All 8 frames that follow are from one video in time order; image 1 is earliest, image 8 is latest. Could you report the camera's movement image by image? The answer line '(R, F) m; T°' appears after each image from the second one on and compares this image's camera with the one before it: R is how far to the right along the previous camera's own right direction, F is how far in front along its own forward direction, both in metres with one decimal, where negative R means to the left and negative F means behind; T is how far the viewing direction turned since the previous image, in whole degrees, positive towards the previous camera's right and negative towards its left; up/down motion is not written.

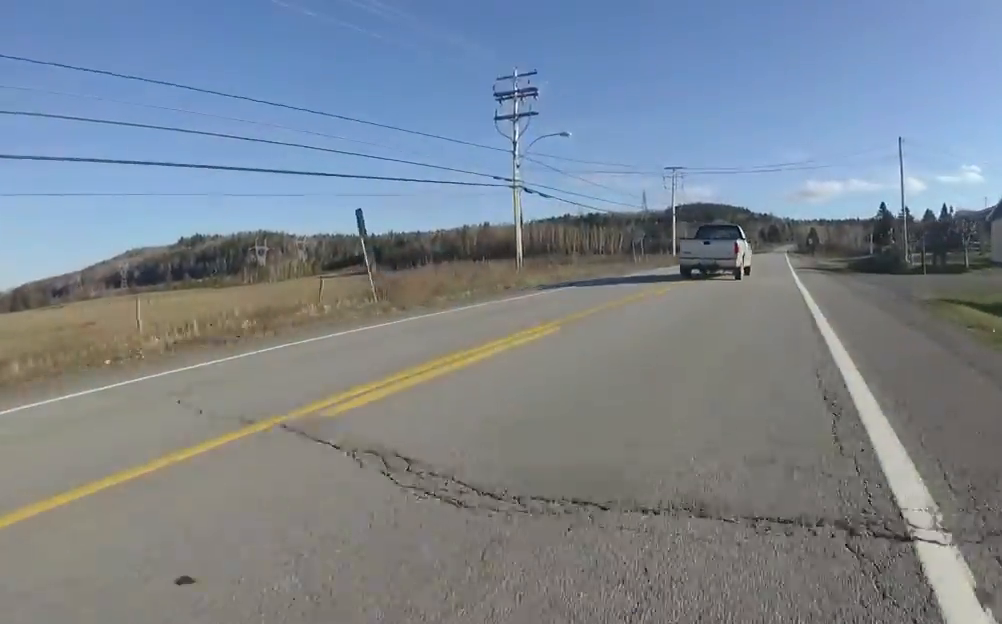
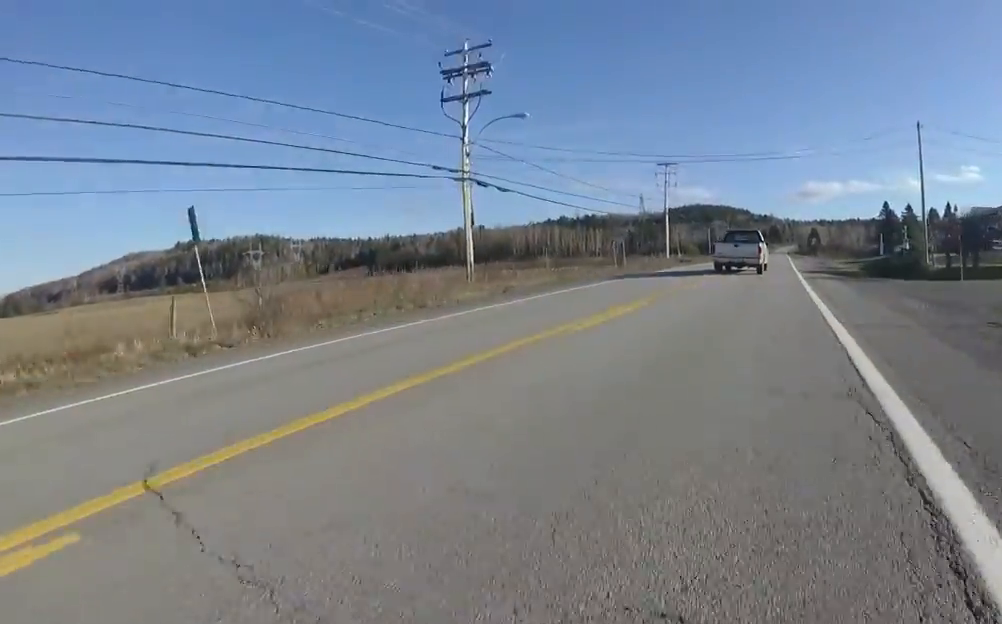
(+0.3, +5.6) m; 0°
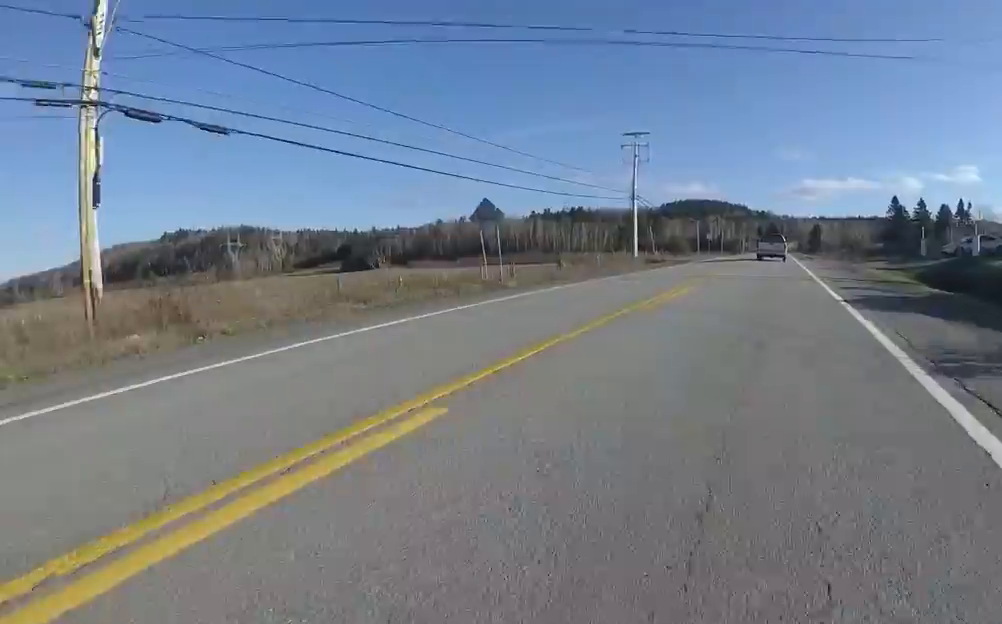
(-0.6, +17.2) m; -1°
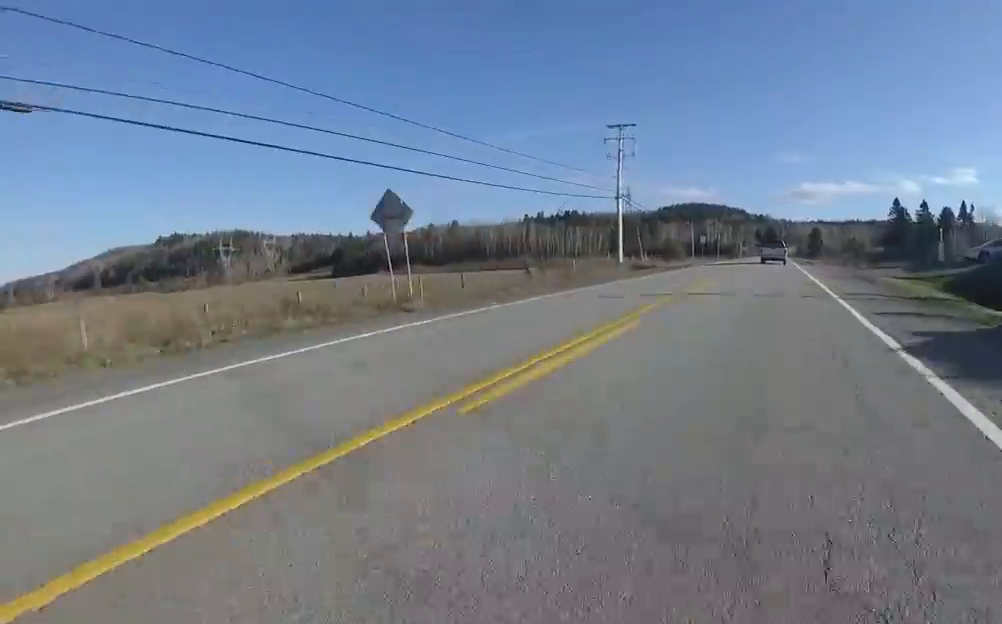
(+0.1, +5.0) m; +1°
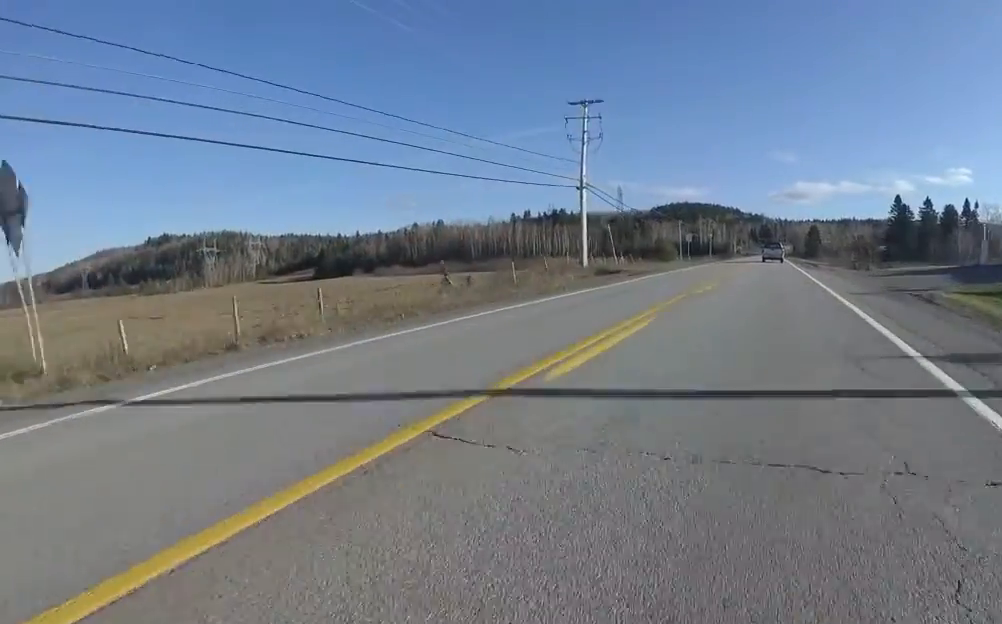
(0.0, +8.4) m; -1°
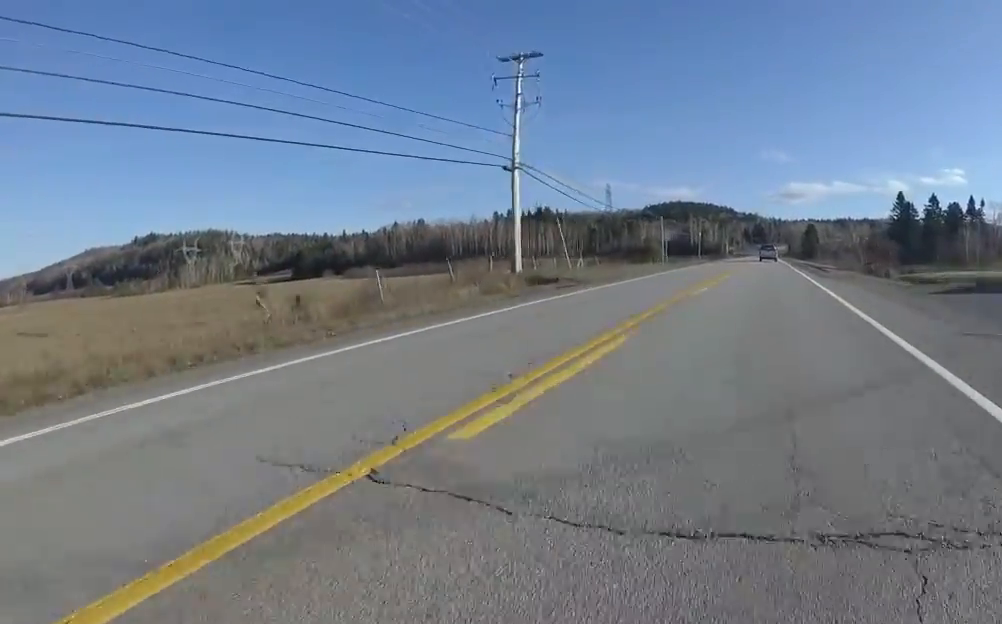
(-0.2, +10.3) m; 0°
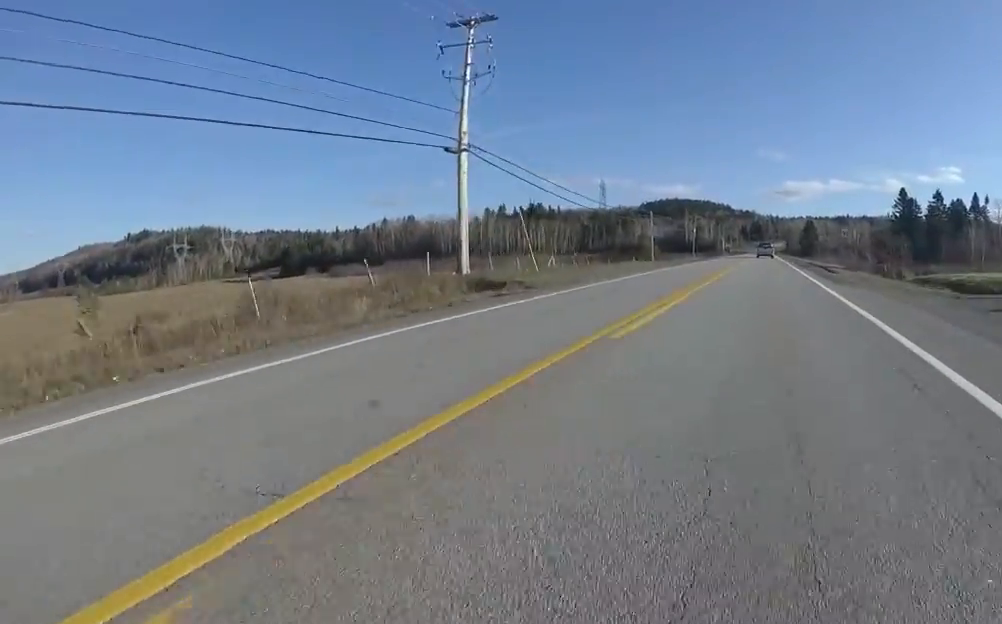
(0.0, +5.3) m; 0°
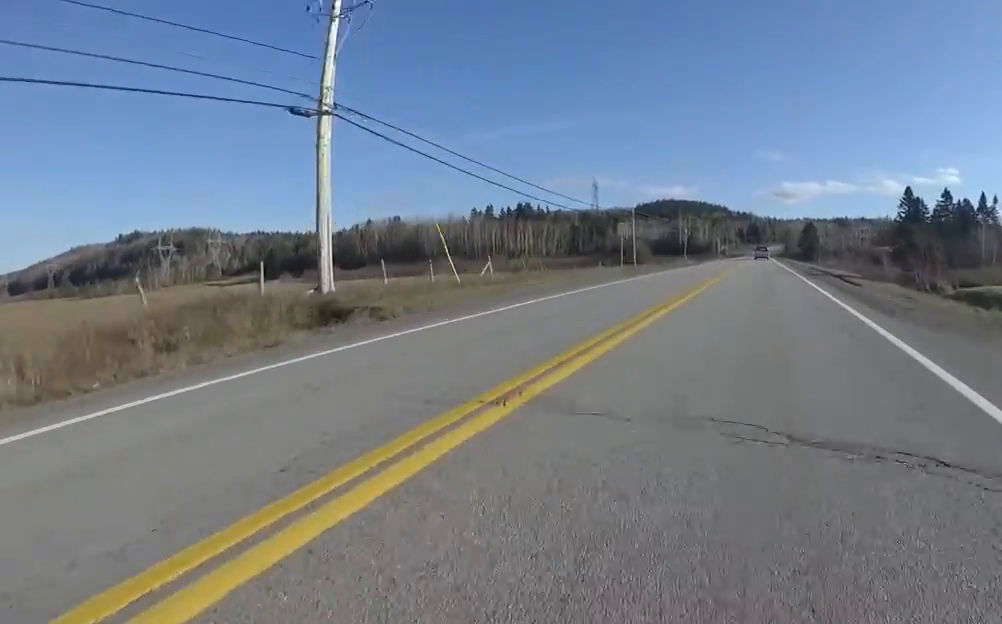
(+0.2, +8.4) m; -1°
